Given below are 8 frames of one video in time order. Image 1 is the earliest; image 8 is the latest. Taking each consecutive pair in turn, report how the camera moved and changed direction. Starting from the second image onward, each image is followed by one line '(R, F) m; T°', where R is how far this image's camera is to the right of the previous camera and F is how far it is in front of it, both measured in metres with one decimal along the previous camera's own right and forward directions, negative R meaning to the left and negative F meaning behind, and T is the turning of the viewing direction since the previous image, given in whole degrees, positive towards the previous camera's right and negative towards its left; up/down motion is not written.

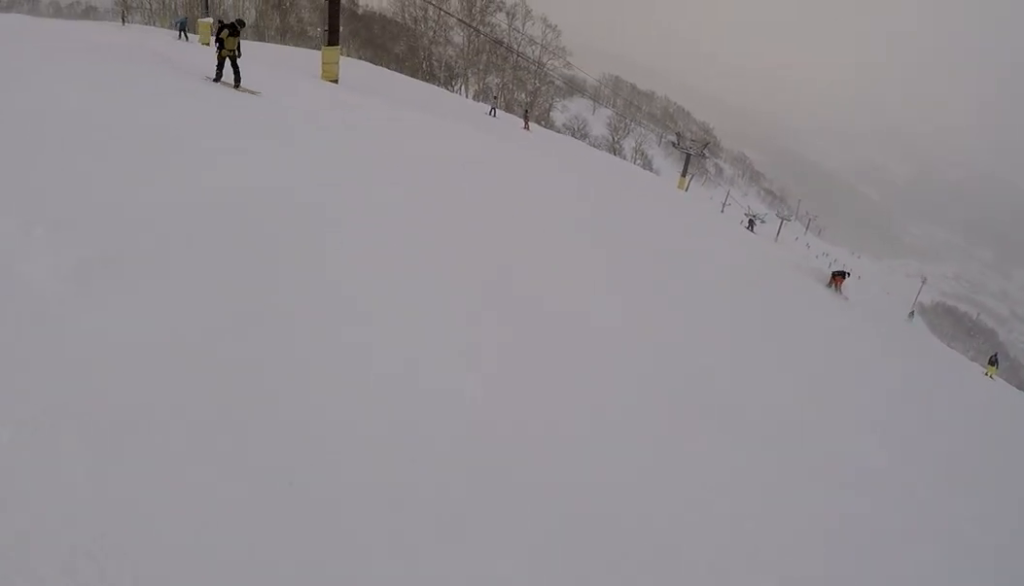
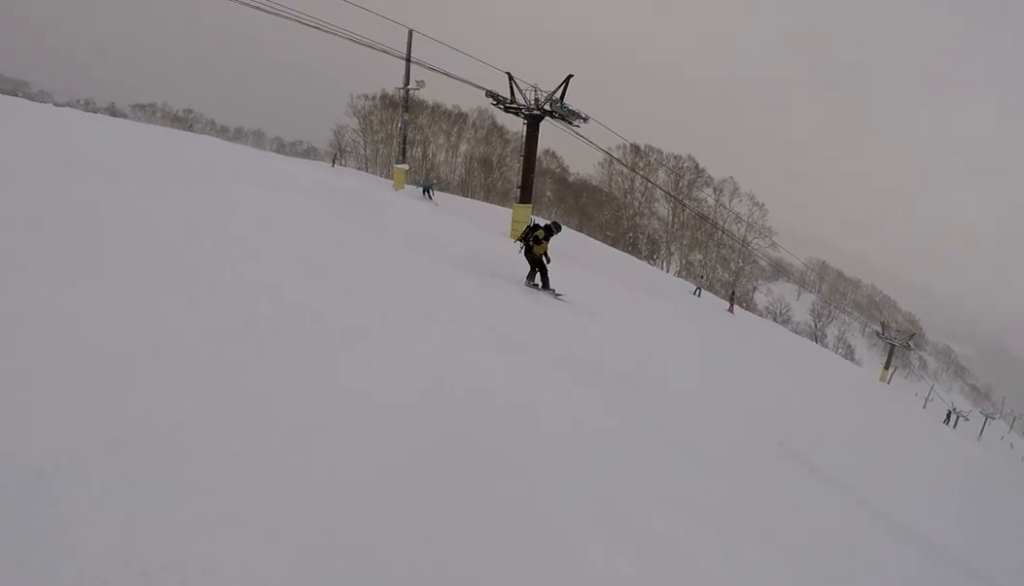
(-0.9, +2.5) m; -4°
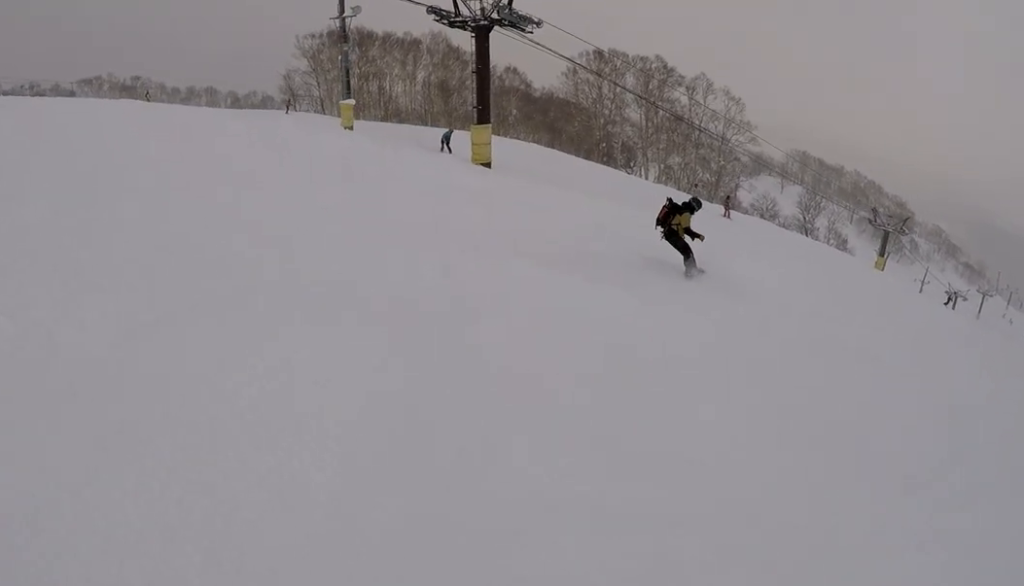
(-0.3, +2.9) m; +5°
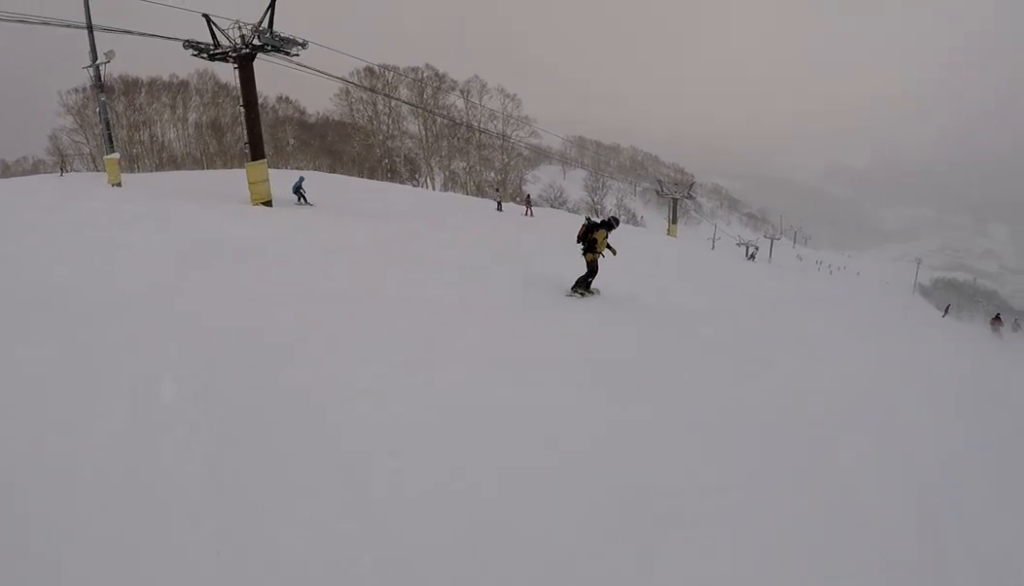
(+0.3, +2.7) m; +18°
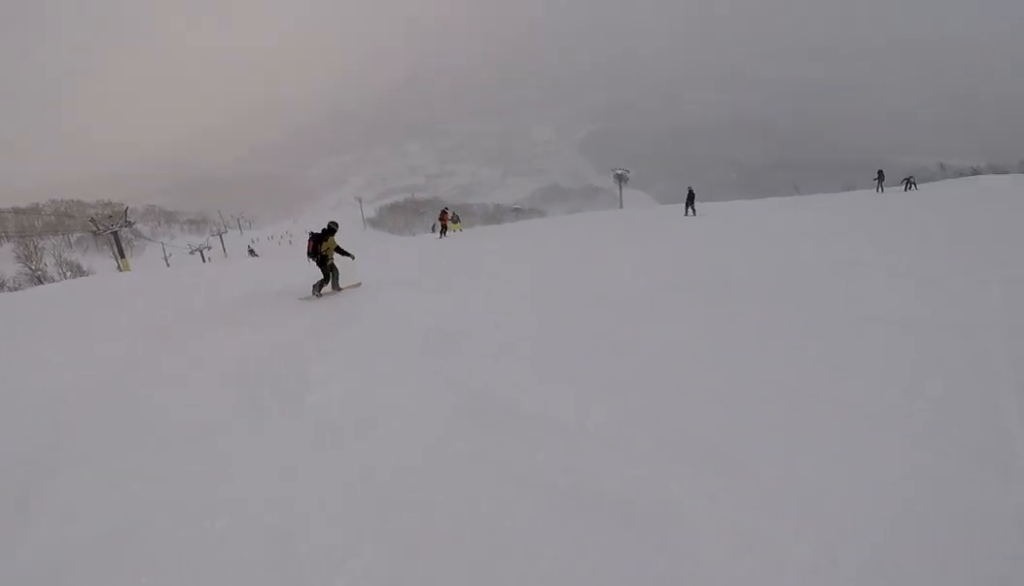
(+2.3, +5.8) m; +35°
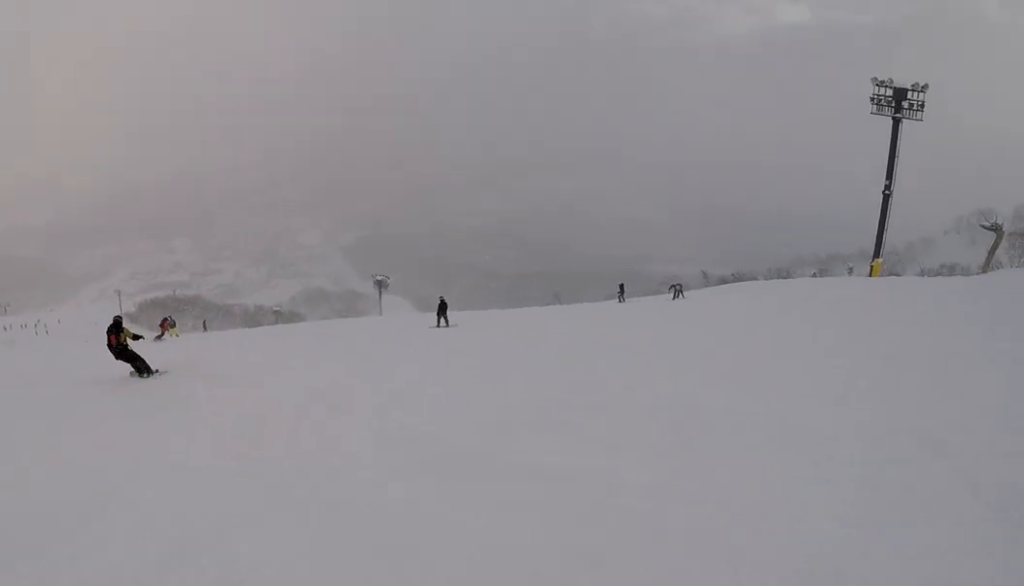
(+0.6, +4.0) m; +7°
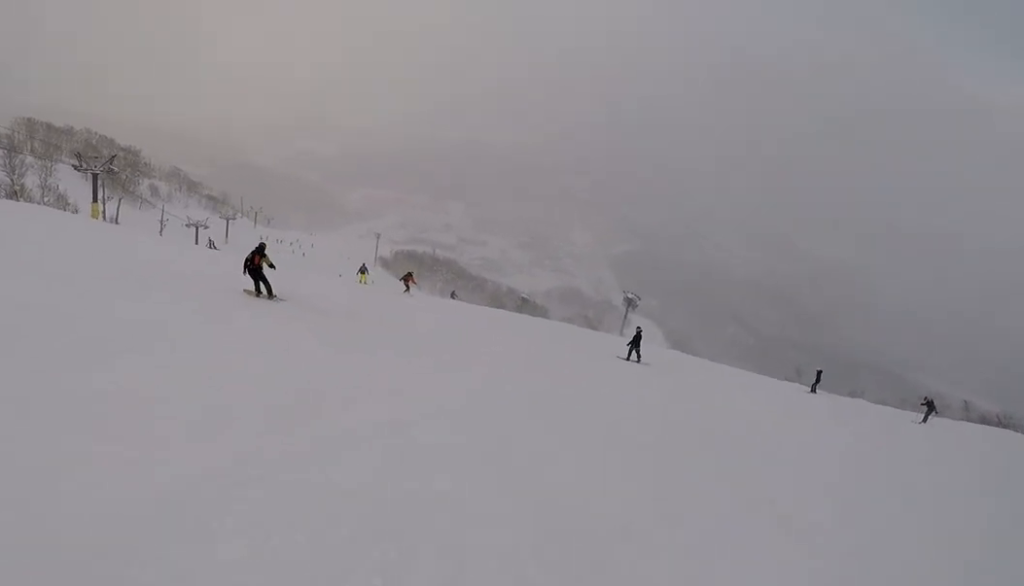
(0.0, +4.3) m; -11°
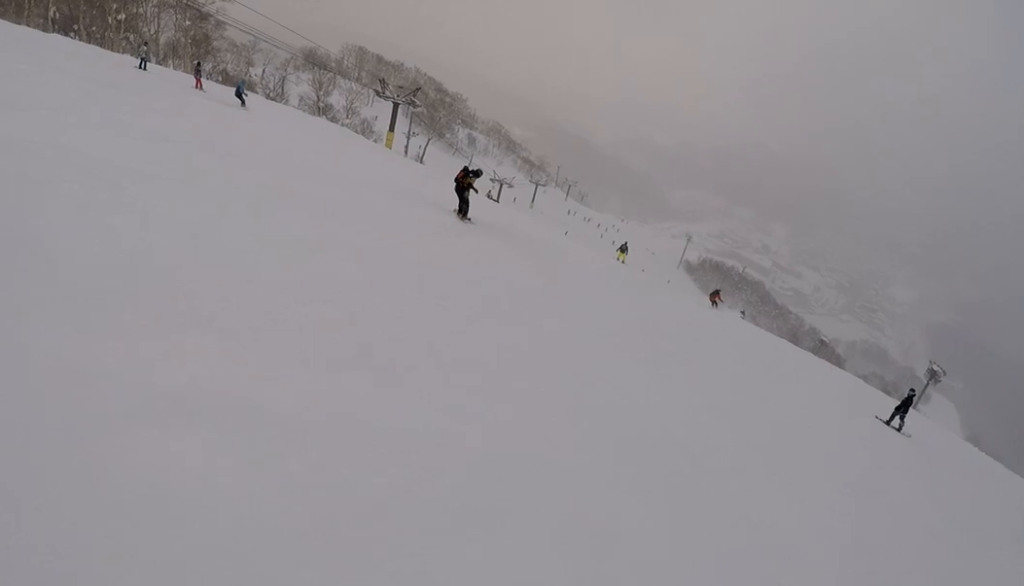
(-0.8, +4.3) m; -31°
